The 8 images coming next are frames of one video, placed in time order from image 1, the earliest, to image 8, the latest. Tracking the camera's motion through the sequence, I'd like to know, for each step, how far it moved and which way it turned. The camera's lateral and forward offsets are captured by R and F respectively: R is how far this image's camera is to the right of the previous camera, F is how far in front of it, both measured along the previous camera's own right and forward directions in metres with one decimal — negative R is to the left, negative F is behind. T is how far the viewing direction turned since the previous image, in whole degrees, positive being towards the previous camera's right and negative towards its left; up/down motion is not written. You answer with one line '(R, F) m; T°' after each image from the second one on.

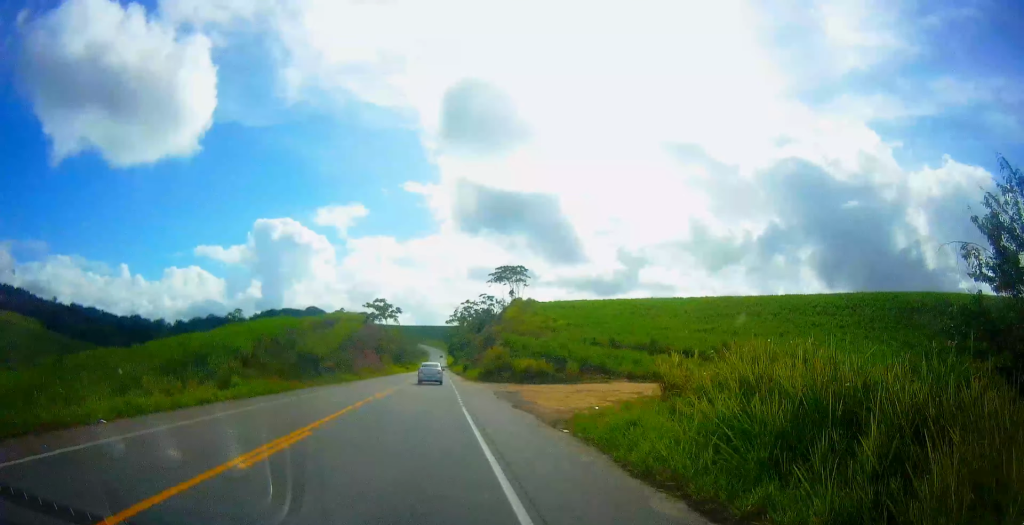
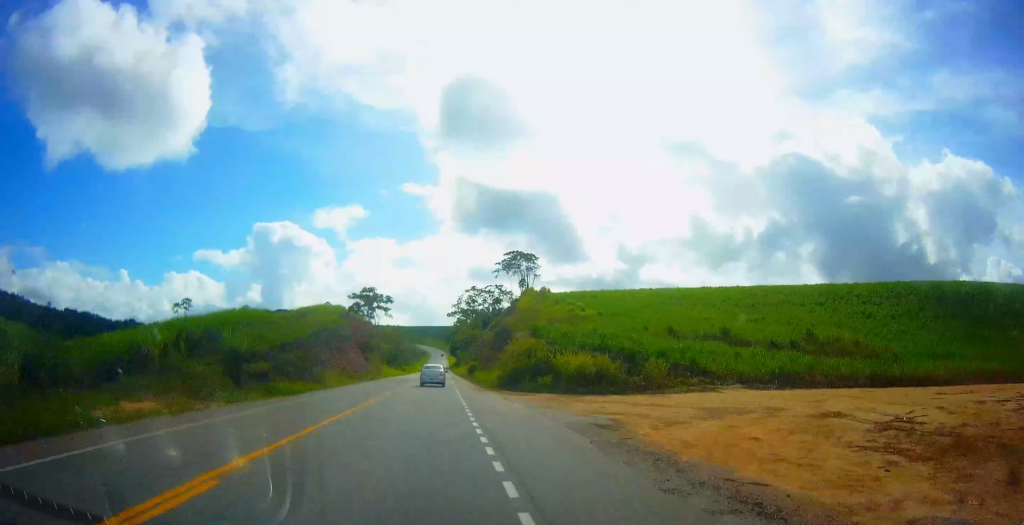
(-0.5, +20.9) m; 0°
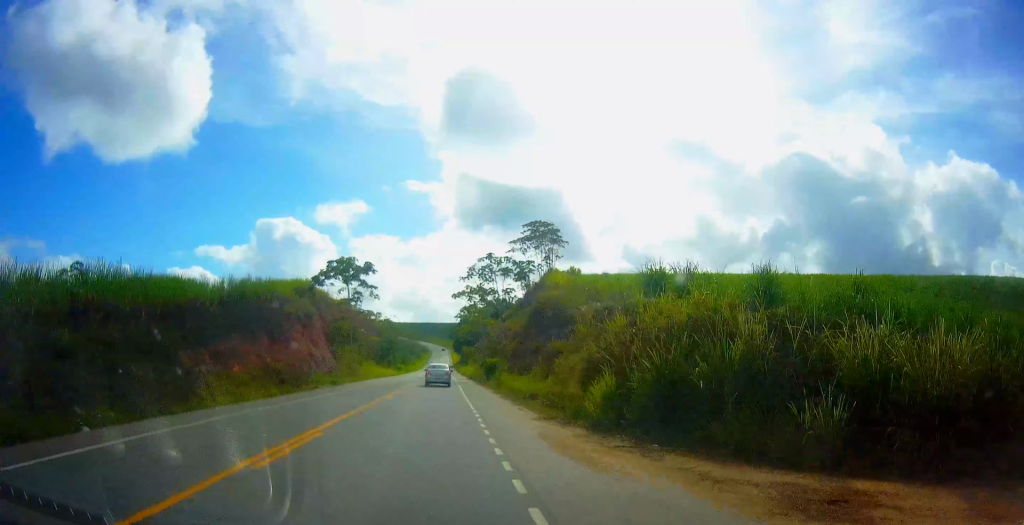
(+0.5, +27.0) m; +1°
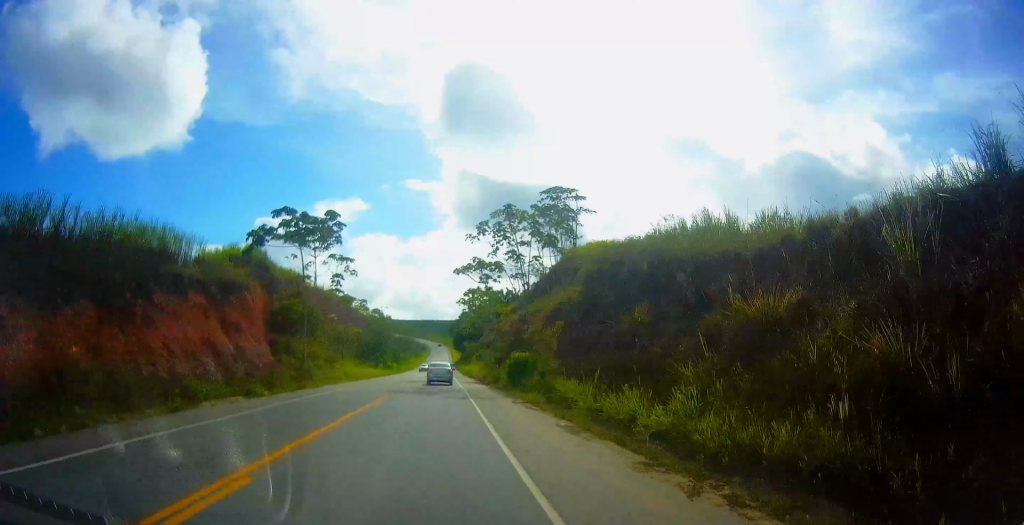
(+0.1, +20.7) m; 0°
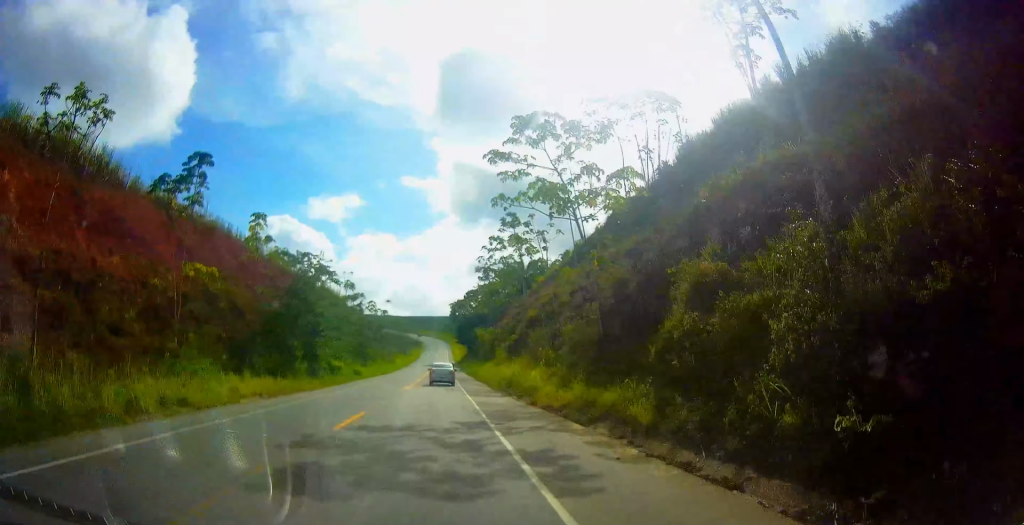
(+0.1, +55.9) m; -1°
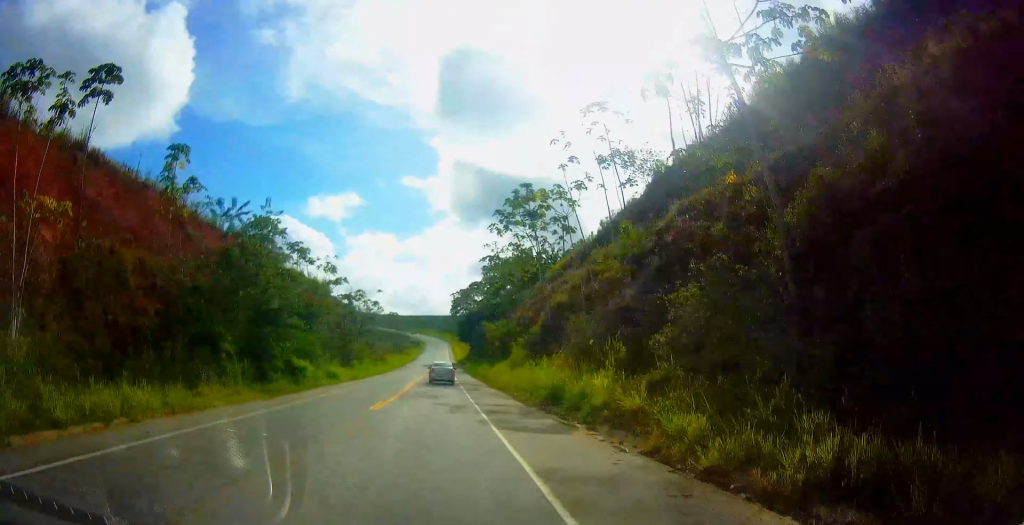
(+0.2, +14.5) m; -1°
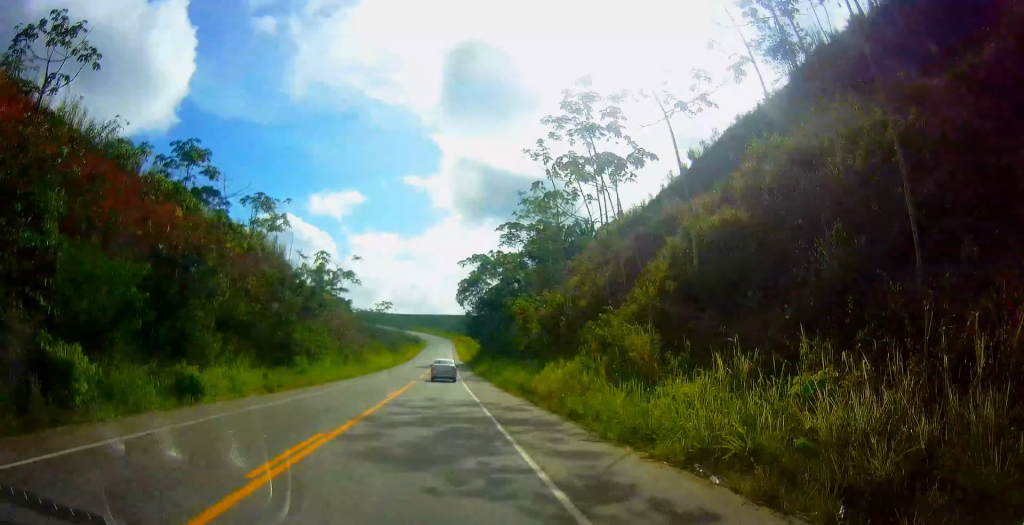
(-0.7, +27.5) m; +1°
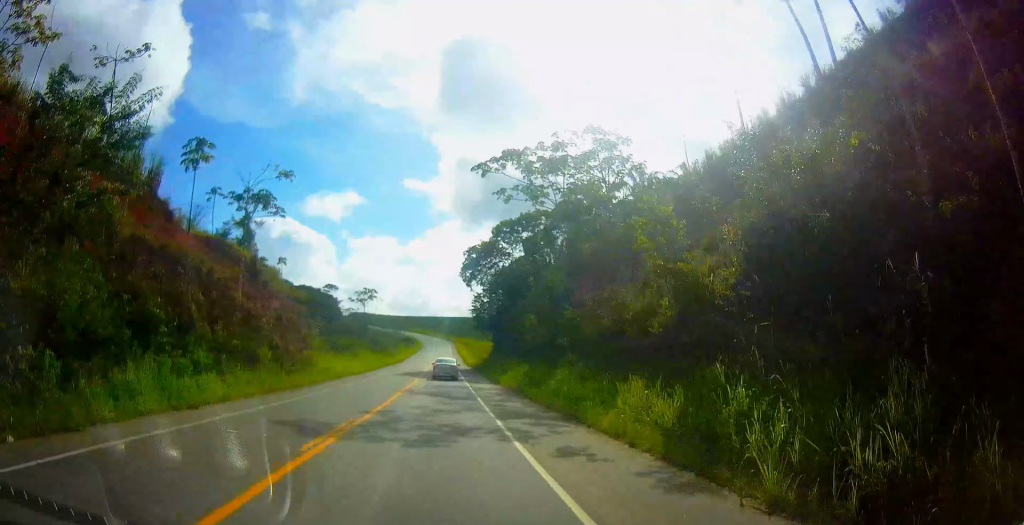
(+1.0, +29.8) m; 0°
